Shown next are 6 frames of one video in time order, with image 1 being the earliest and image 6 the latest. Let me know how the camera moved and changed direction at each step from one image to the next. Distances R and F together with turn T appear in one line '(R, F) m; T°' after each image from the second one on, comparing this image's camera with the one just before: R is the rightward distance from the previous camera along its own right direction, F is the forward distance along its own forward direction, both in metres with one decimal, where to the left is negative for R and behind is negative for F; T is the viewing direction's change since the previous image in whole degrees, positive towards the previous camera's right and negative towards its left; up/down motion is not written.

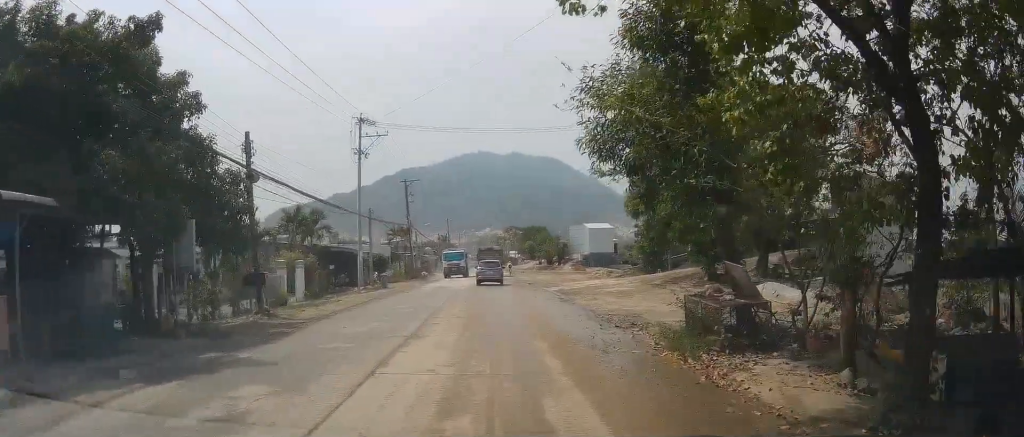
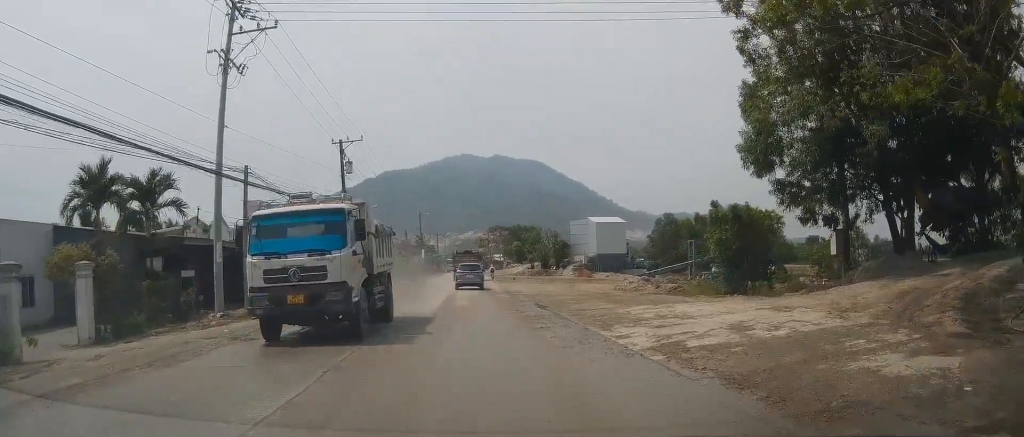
(-0.8, +22.8) m; -2°
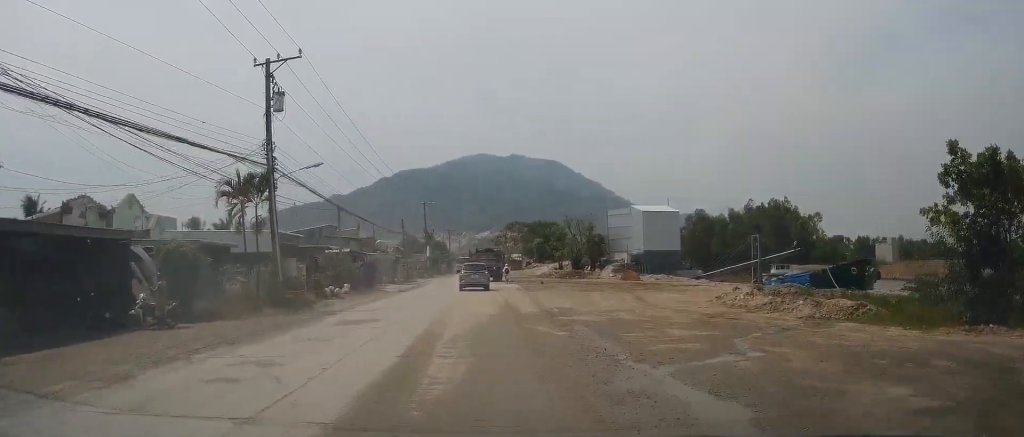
(+1.2, +17.1) m; +3°
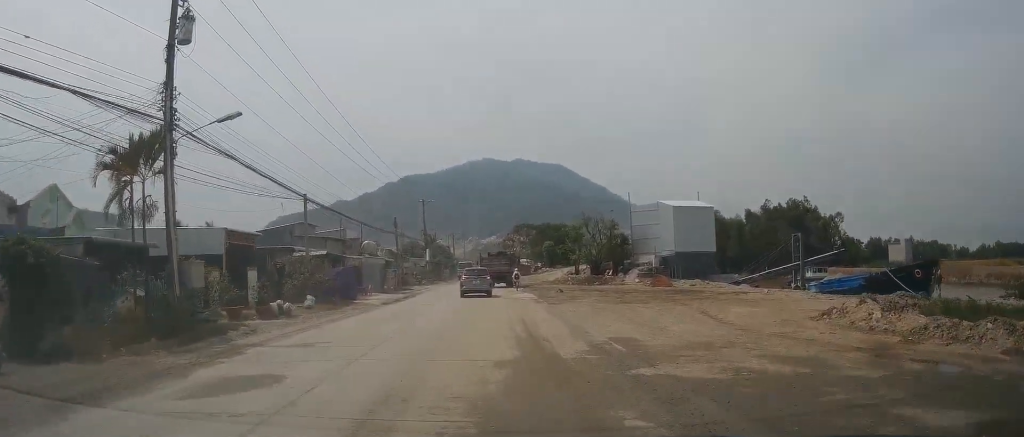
(0.0, +9.1) m; 0°
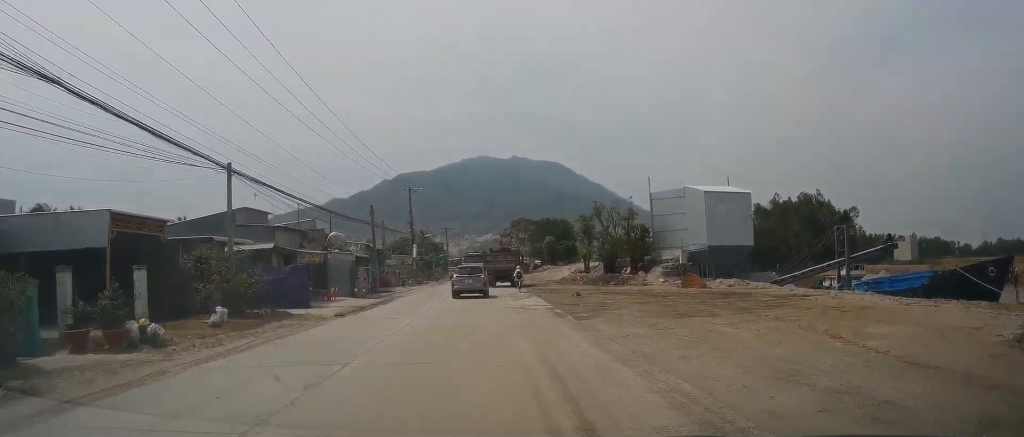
(-0.1, +9.8) m; -1°
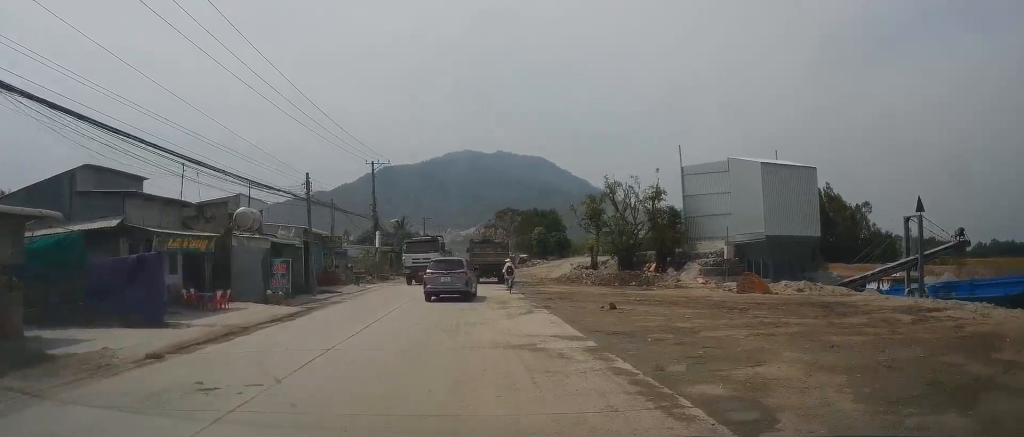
(0.0, +13.2) m; -2°
